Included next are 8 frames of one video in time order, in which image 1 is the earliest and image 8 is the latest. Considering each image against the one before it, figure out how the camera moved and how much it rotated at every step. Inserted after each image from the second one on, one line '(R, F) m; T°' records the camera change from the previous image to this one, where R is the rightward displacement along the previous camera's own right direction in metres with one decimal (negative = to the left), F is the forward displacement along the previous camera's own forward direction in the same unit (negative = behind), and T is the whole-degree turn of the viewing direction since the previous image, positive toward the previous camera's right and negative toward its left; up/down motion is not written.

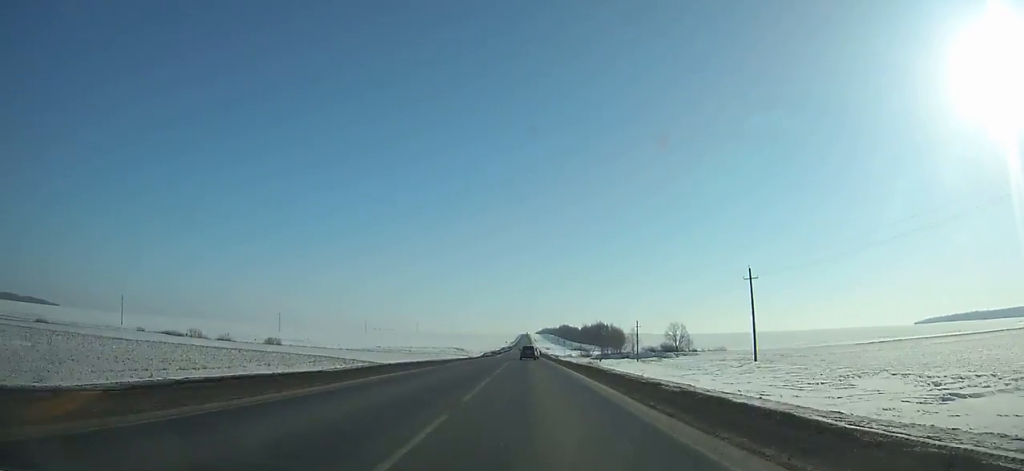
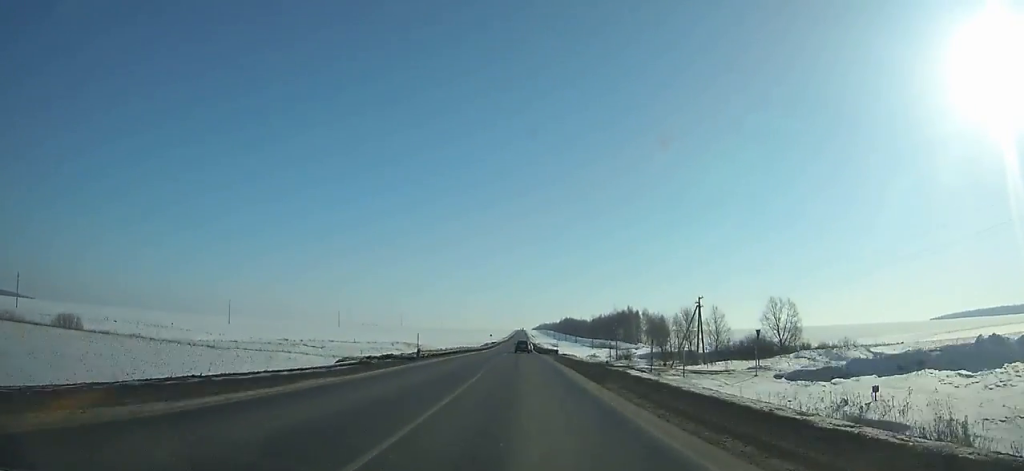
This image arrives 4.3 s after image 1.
(+0.1, +104.4) m; 0°
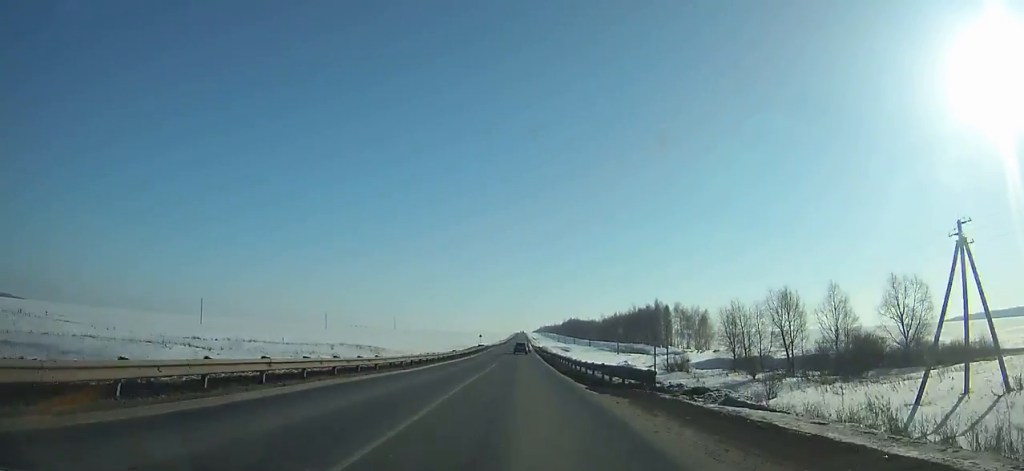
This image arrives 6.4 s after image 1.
(-0.1, +50.7) m; 0°
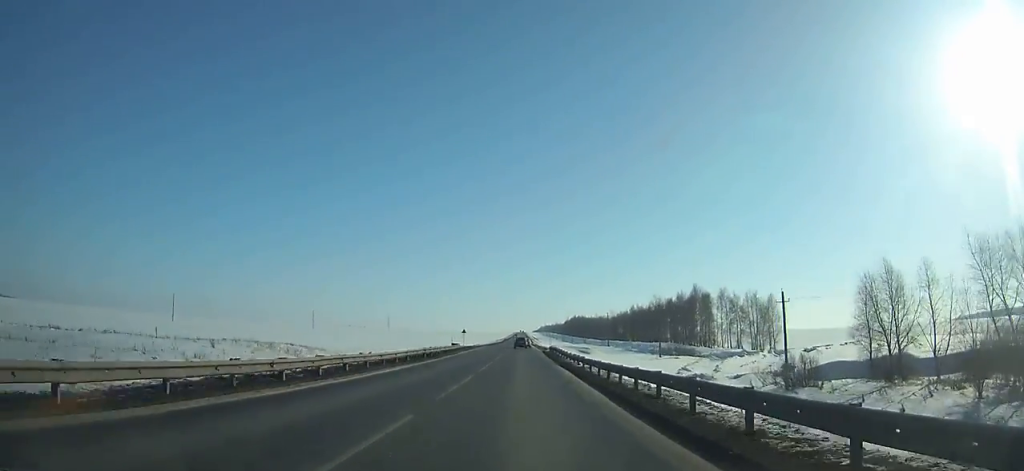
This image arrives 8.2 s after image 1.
(-0.1, +43.3) m; 0°
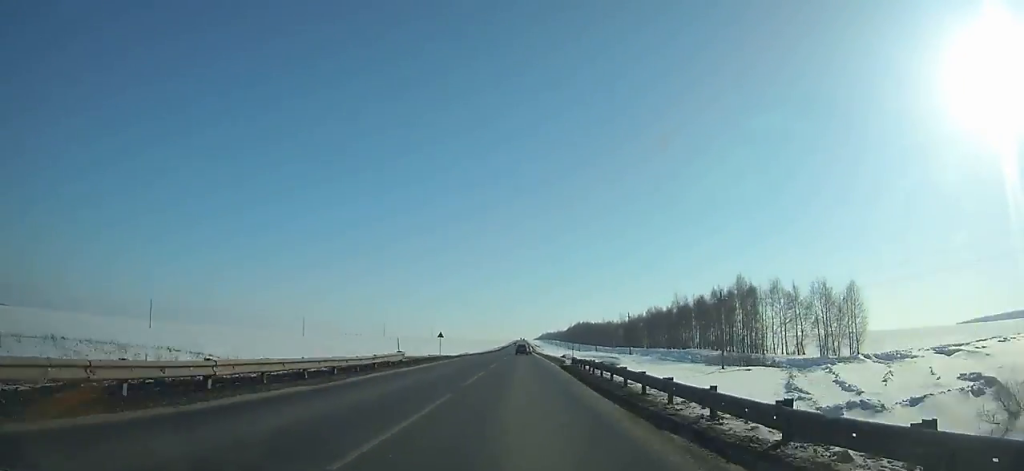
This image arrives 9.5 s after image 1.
(0.0, +31.4) m; 0°
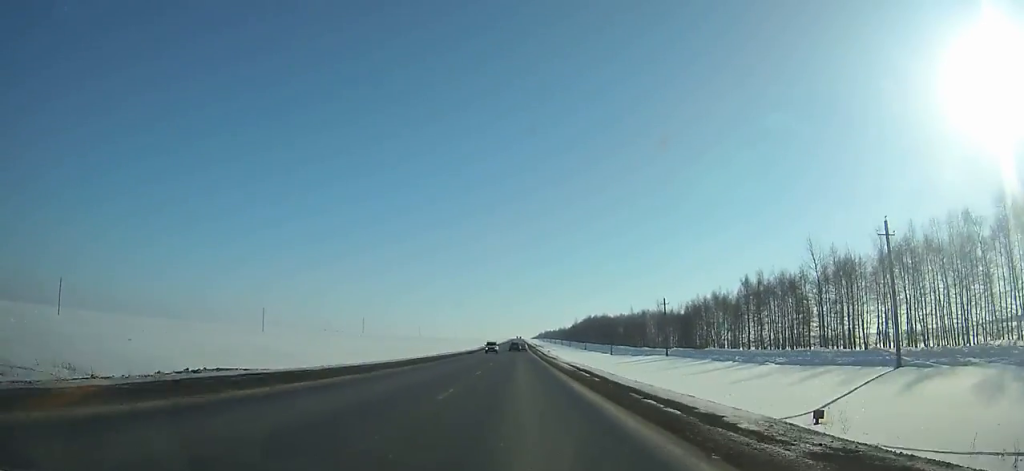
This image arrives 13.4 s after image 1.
(-0.1, +94.7) m; 0°
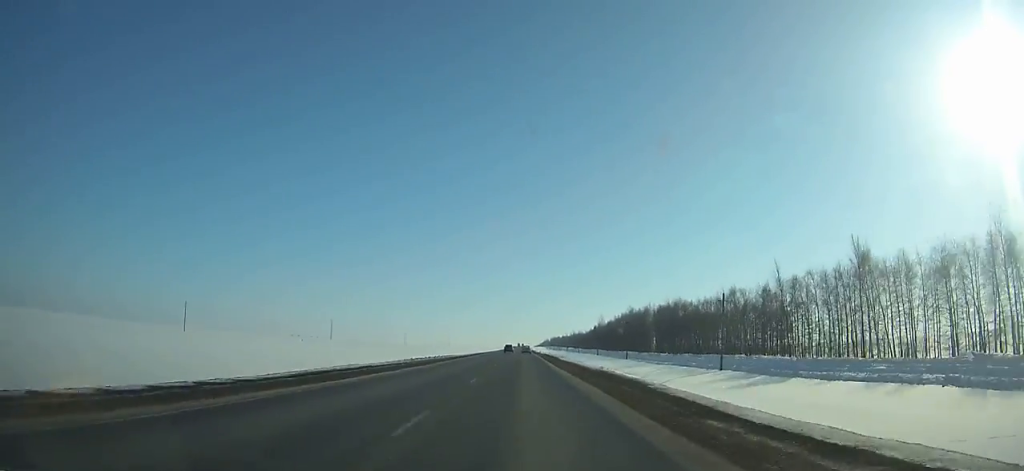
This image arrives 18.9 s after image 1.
(0.0, +135.6) m; 0°
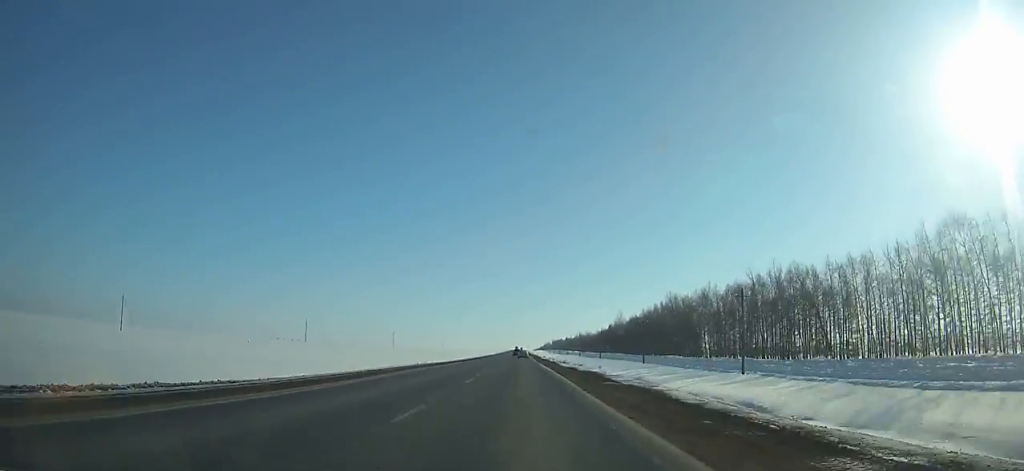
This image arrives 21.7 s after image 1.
(+0.4, +69.3) m; 0°
